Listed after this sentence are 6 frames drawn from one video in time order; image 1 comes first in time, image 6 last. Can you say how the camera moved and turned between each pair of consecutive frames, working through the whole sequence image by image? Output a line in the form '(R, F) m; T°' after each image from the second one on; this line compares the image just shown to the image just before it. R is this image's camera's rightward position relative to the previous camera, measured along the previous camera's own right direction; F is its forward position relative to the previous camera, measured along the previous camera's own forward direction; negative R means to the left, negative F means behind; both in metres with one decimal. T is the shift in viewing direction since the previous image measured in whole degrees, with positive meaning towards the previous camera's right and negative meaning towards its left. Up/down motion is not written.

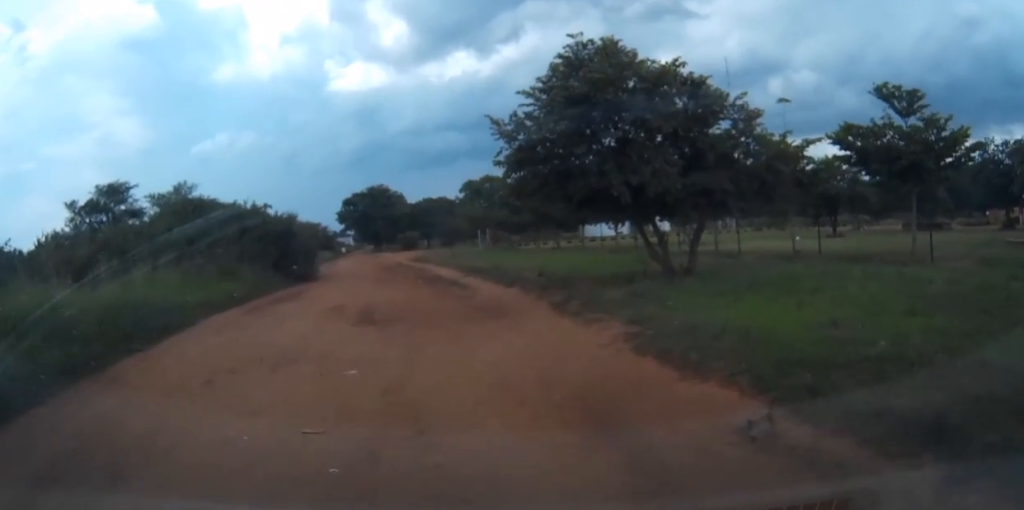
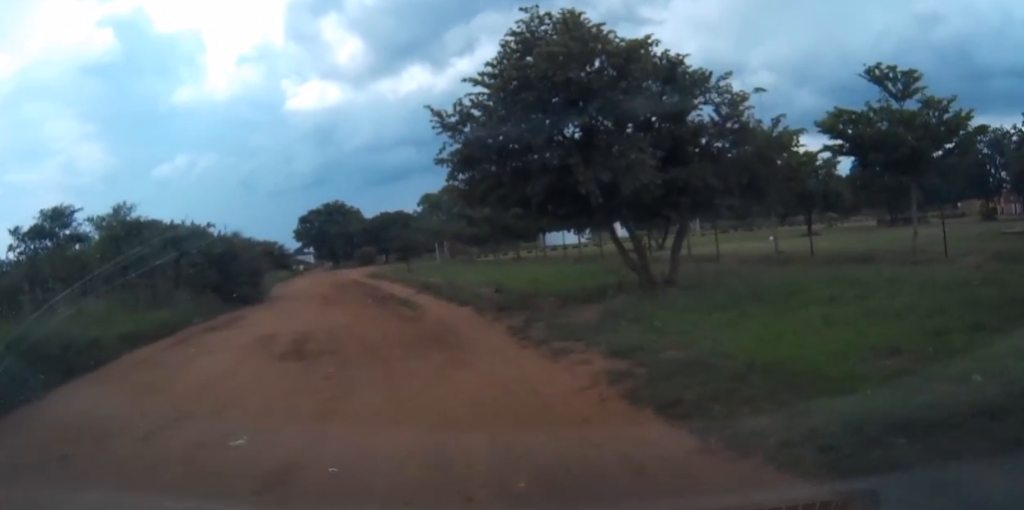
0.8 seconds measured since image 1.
(+0.1, +2.7) m; +3°
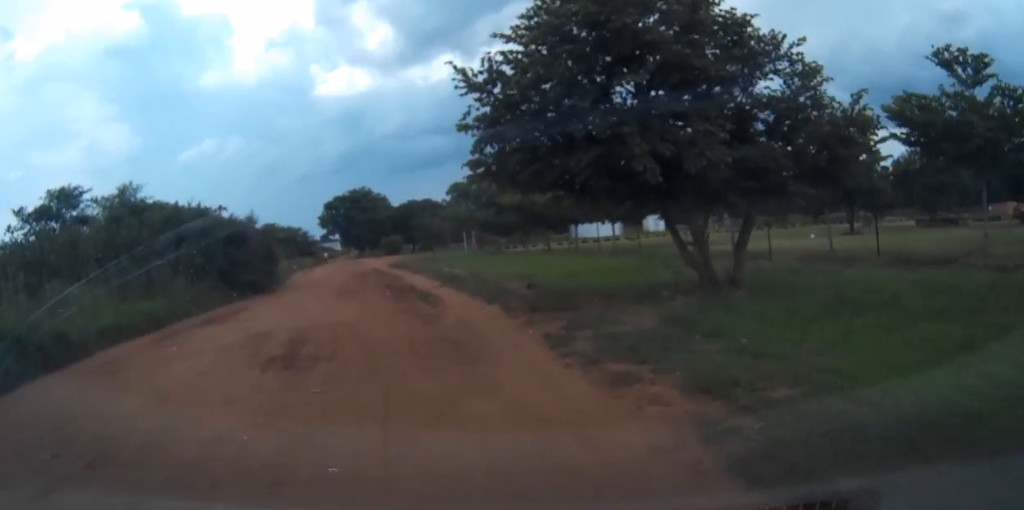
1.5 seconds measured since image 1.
(+0.1, +2.3) m; 0°
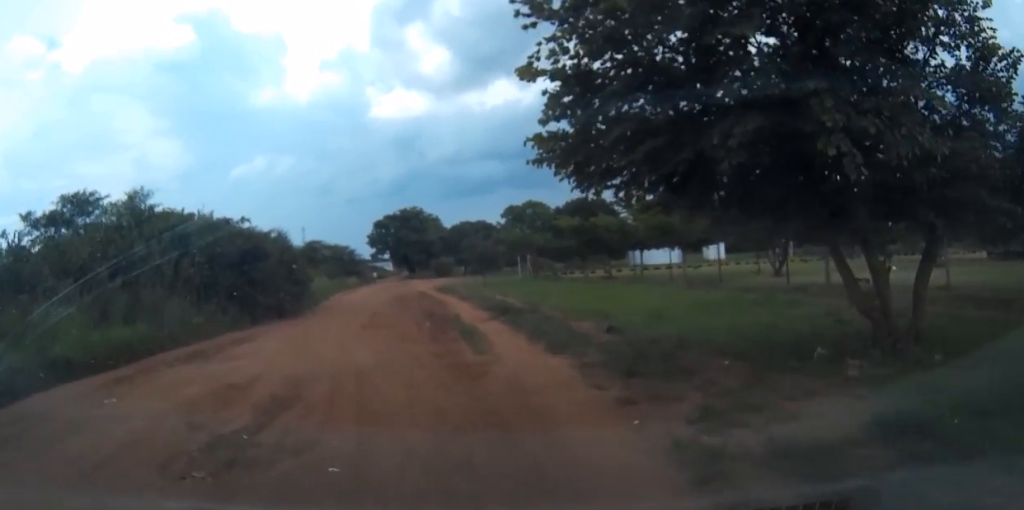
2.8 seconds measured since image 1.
(-0.4, +4.0) m; -8°
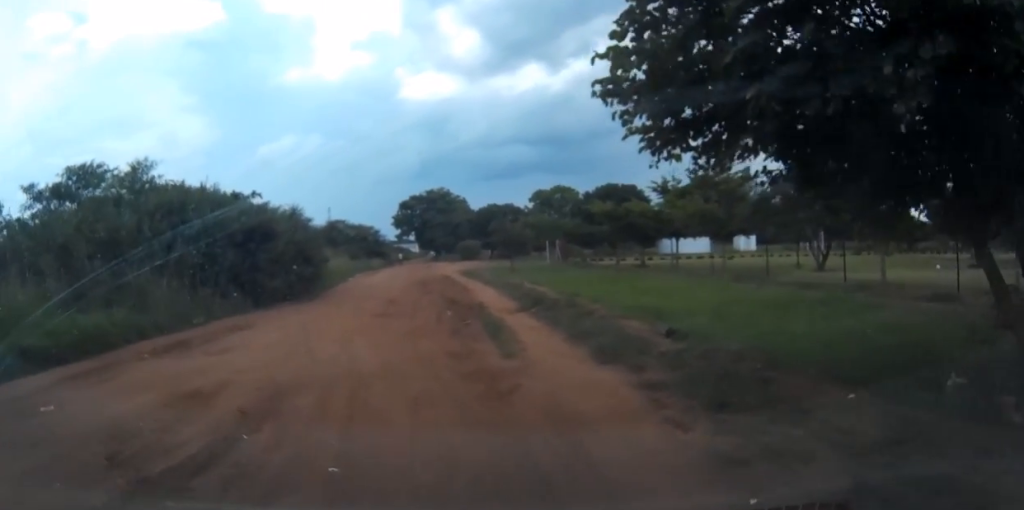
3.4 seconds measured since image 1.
(-0.1, +2.1) m; -3°
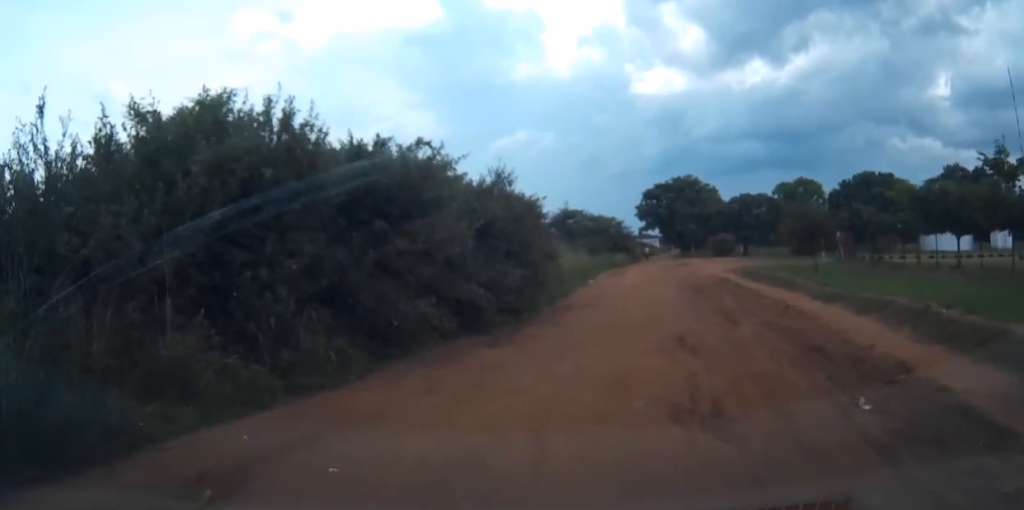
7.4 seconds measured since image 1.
(-1.5, +12.2) m; -13°
